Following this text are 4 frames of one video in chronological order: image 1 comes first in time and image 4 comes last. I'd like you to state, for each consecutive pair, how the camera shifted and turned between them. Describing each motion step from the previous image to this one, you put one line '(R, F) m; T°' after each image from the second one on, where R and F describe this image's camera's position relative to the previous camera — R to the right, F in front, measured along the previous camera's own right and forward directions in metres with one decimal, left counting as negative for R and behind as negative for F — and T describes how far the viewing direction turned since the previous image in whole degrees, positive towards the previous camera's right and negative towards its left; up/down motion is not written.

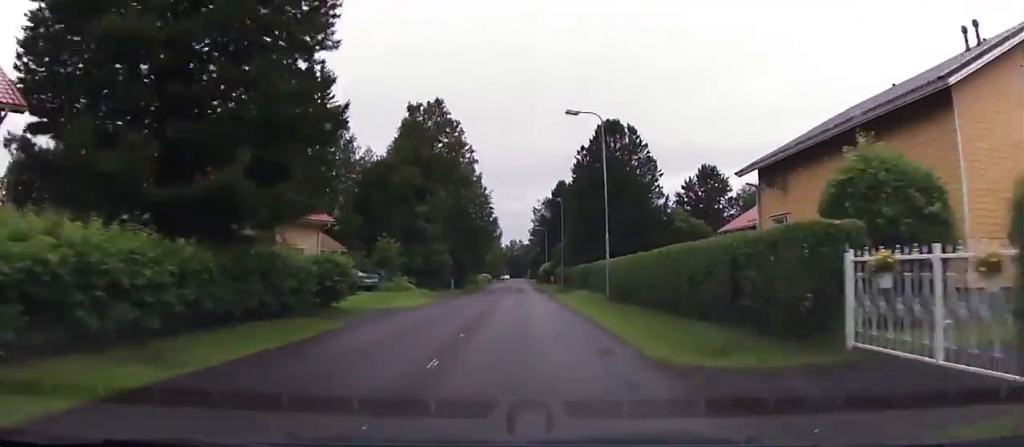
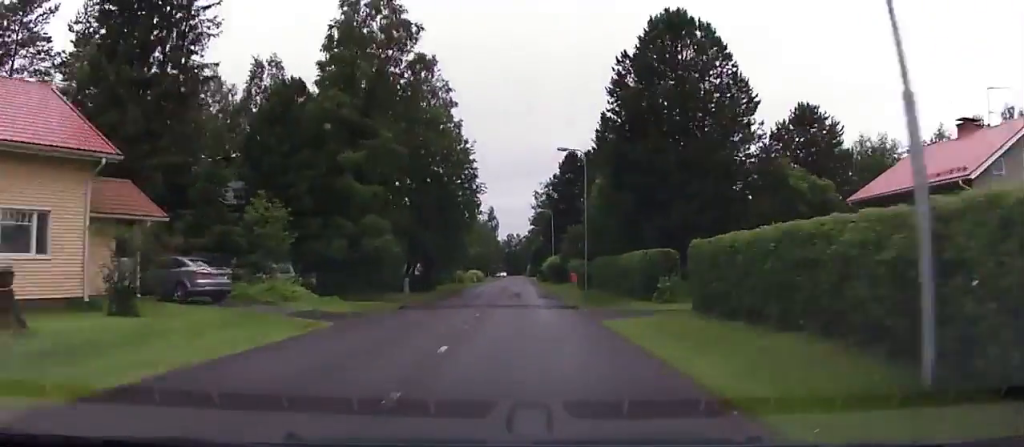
(+0.3, +22.6) m; +1°
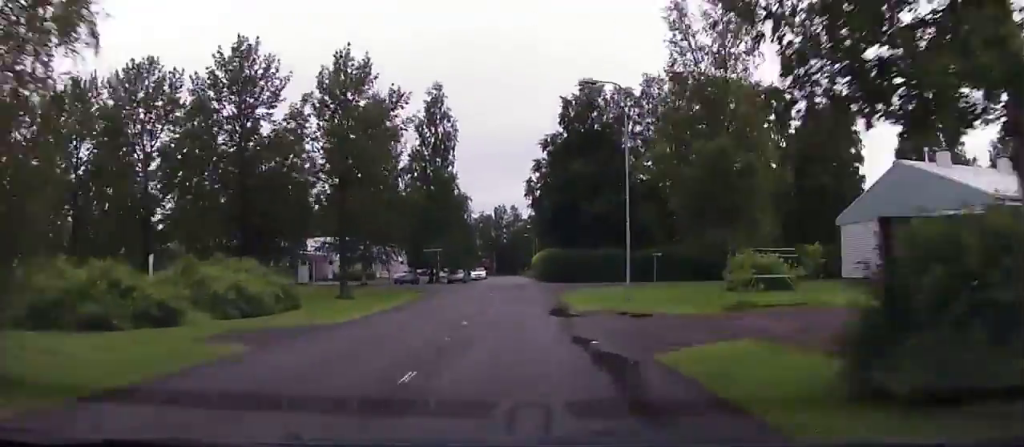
(-1.0, +109.8) m; +1°
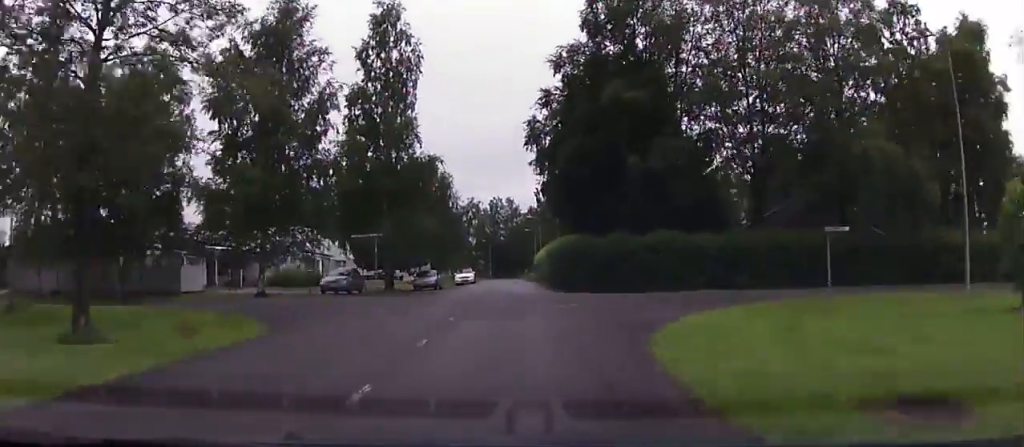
(+0.2, +21.7) m; +1°
